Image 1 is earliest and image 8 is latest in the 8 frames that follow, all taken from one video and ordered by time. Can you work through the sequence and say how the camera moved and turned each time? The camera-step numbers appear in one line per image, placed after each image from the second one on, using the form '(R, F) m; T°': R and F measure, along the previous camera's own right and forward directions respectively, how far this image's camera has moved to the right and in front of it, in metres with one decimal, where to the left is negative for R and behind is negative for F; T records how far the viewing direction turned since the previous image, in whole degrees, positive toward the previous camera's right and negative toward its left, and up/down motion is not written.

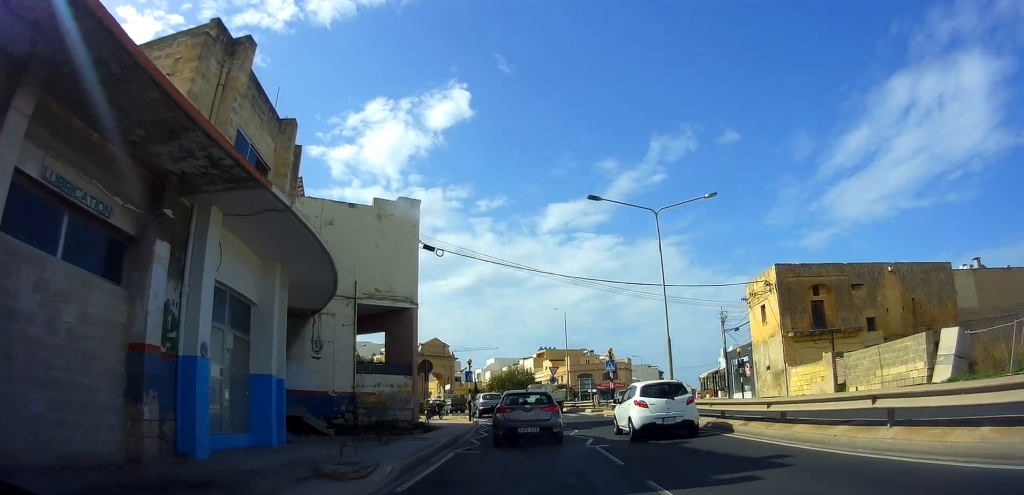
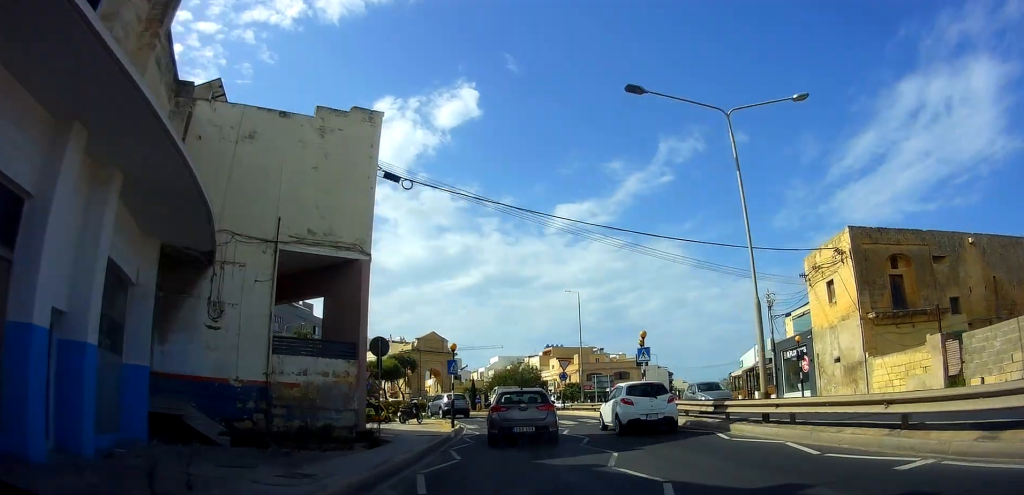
(+0.2, +8.8) m; +2°
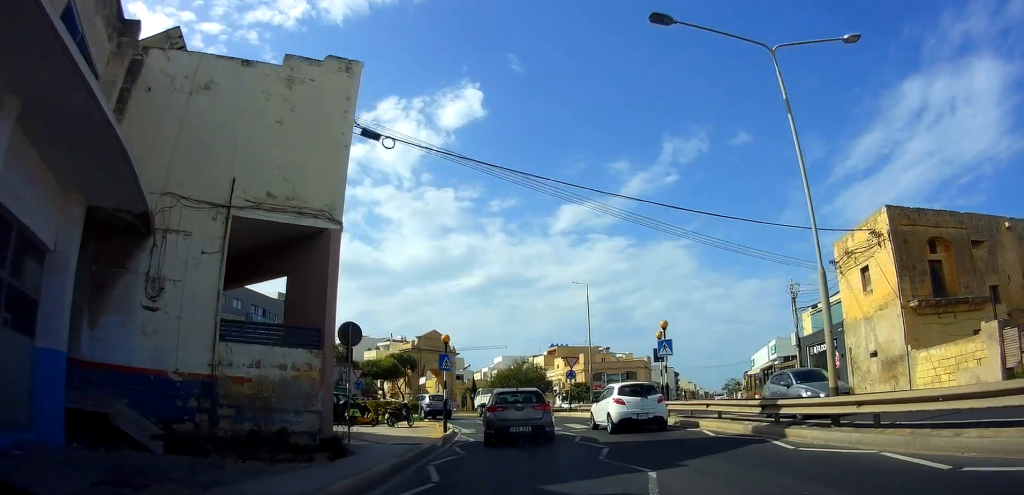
(0.0, +3.2) m; 0°
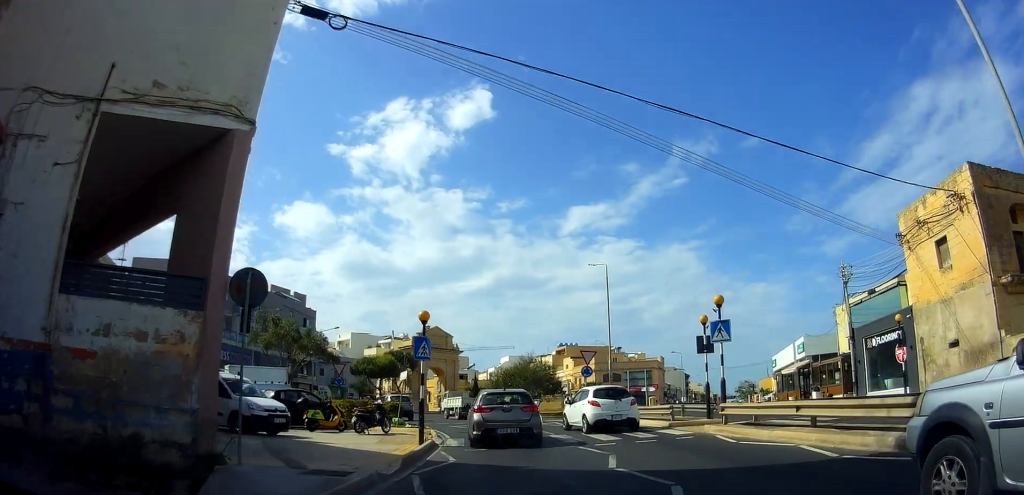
(0.0, +5.7) m; -3°
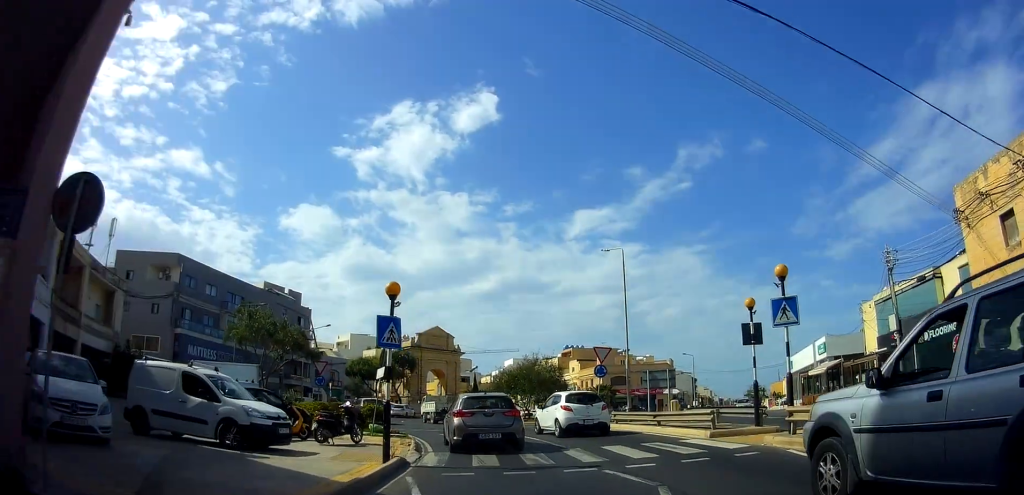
(+0.1, +3.9) m; -5°
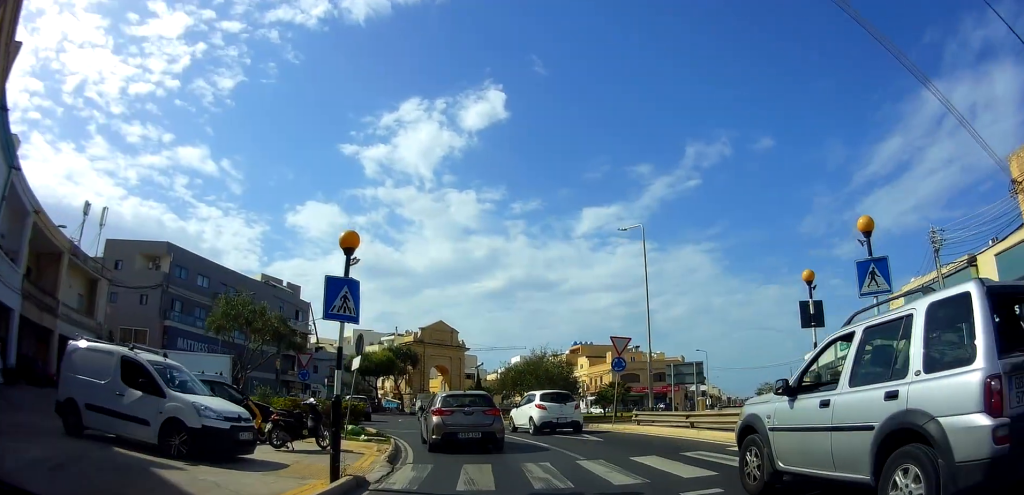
(-0.4, +3.2) m; 0°
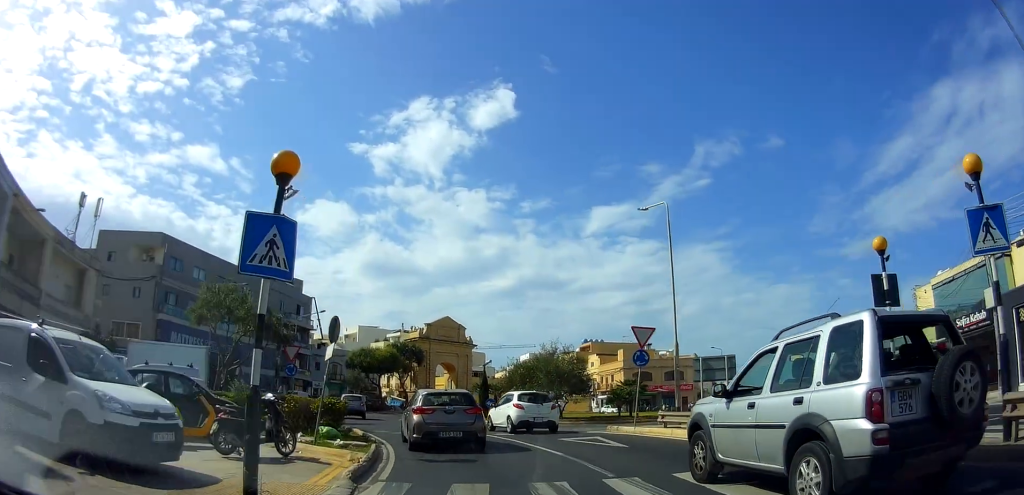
(-0.4, +2.8) m; 0°
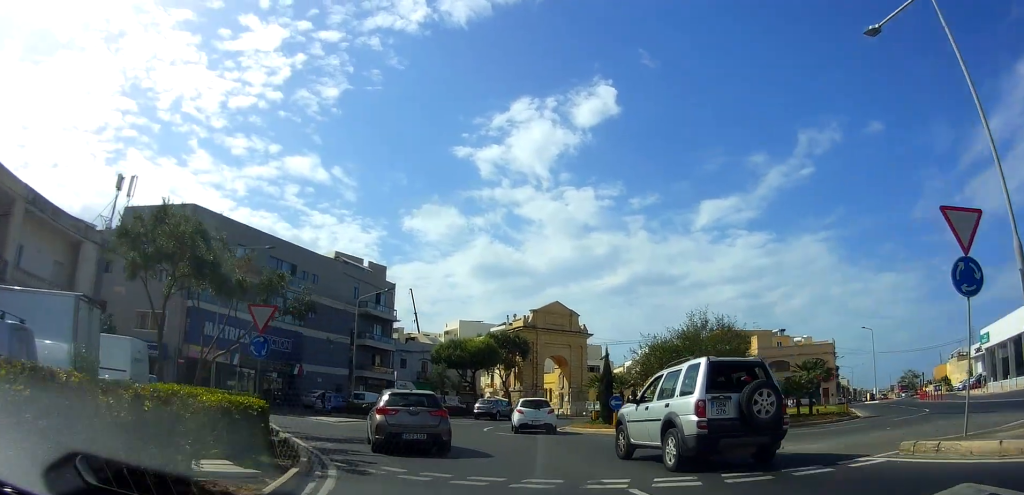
(-0.1, +12.0) m; -18°
